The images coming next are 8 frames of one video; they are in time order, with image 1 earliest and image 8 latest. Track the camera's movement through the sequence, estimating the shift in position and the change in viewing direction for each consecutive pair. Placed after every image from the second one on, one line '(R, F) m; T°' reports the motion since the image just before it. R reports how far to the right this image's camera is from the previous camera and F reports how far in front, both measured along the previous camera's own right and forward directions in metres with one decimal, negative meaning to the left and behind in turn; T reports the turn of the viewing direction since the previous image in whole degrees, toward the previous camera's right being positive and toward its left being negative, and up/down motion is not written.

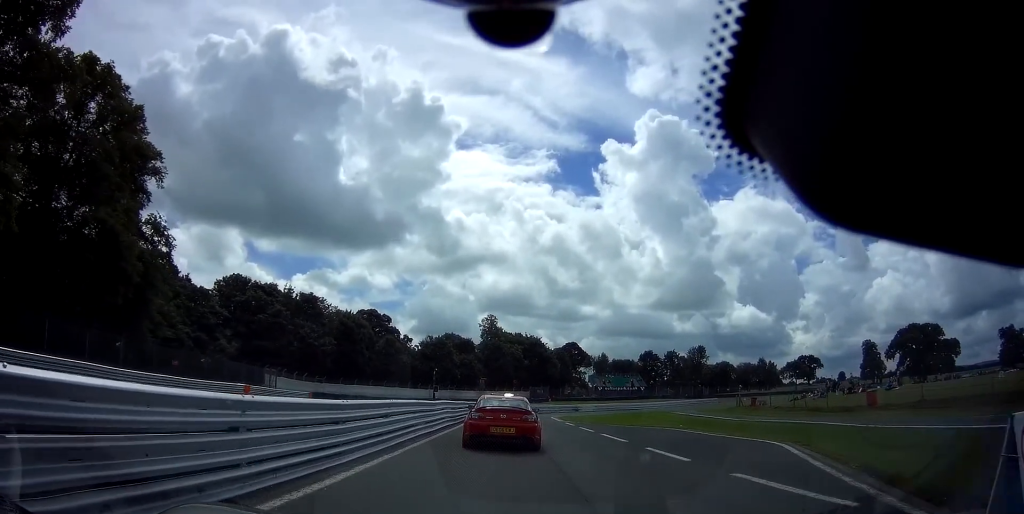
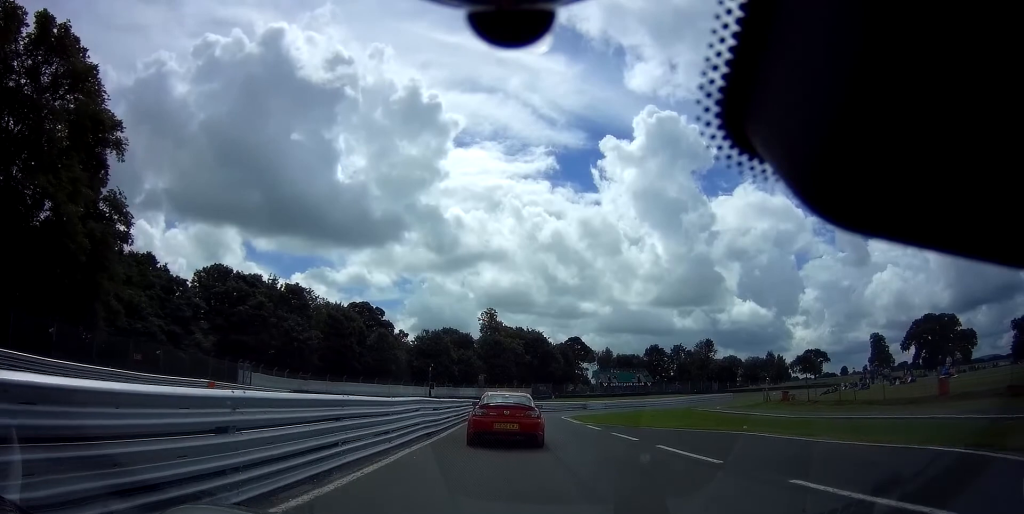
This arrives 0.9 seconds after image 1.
(0.0, +6.8) m; 0°
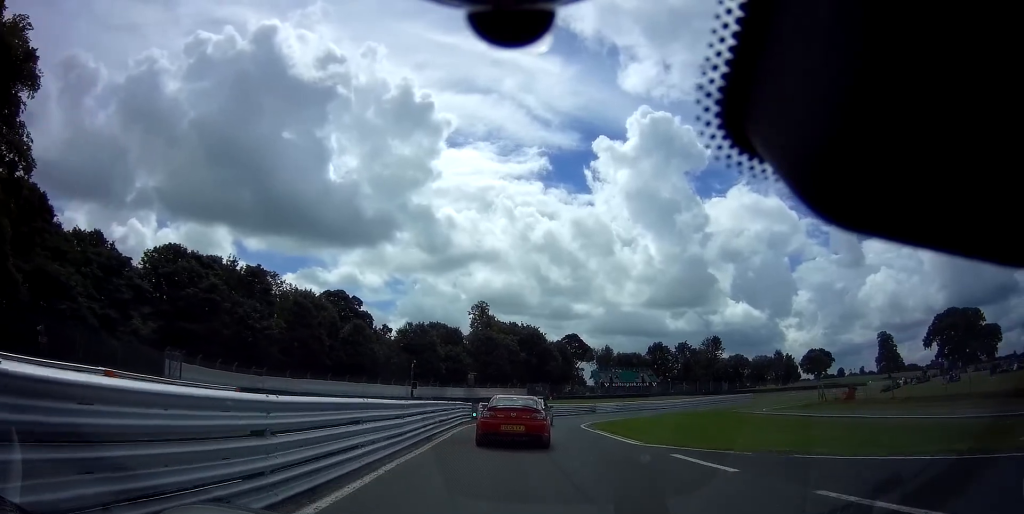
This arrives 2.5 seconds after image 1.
(+0.1, +12.9) m; +1°
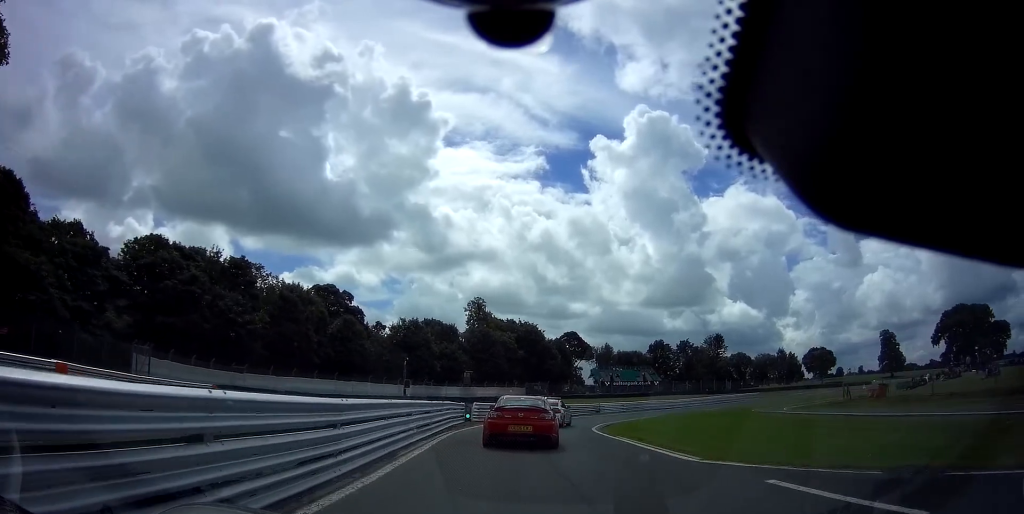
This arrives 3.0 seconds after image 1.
(0.0, +4.4) m; +1°
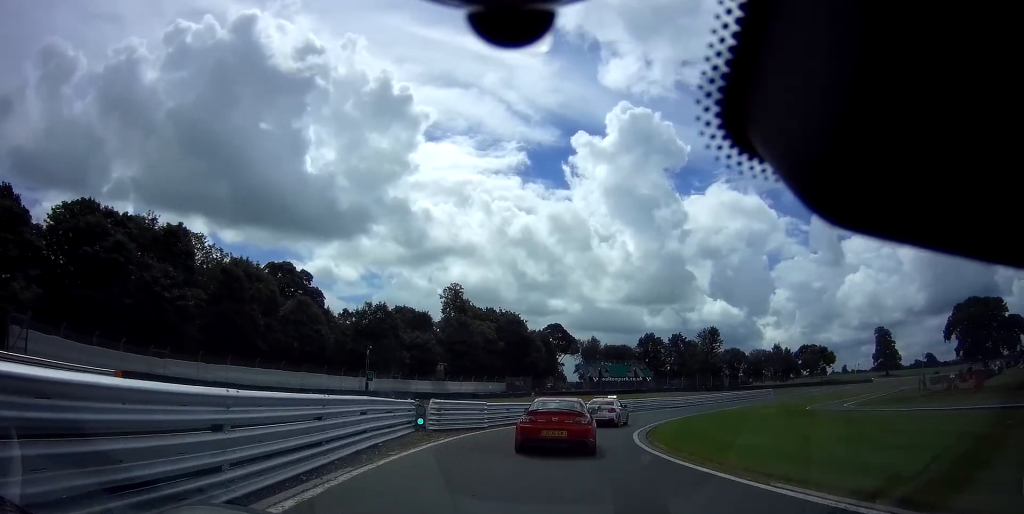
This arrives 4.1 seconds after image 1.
(+0.2, +11.5) m; +4°
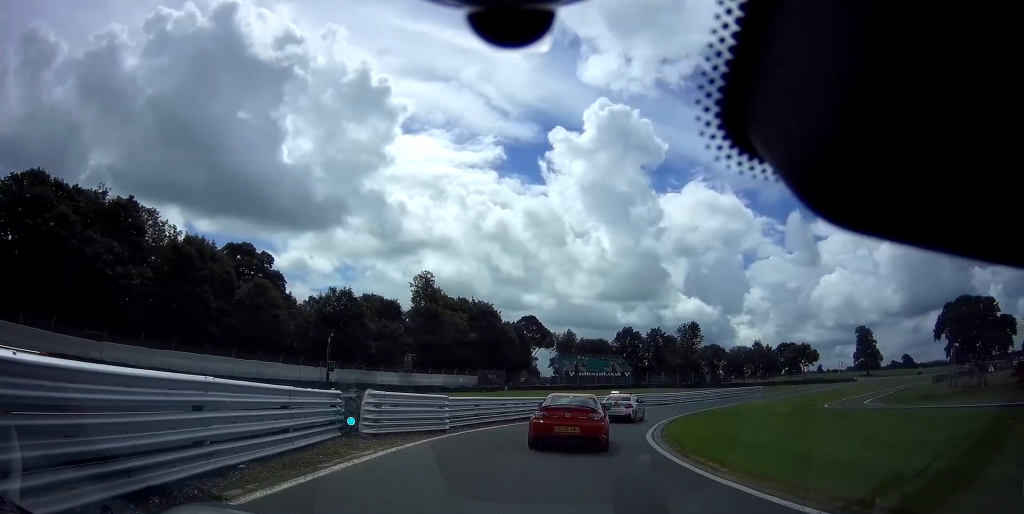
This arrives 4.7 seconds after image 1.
(+0.1, +5.4) m; +3°
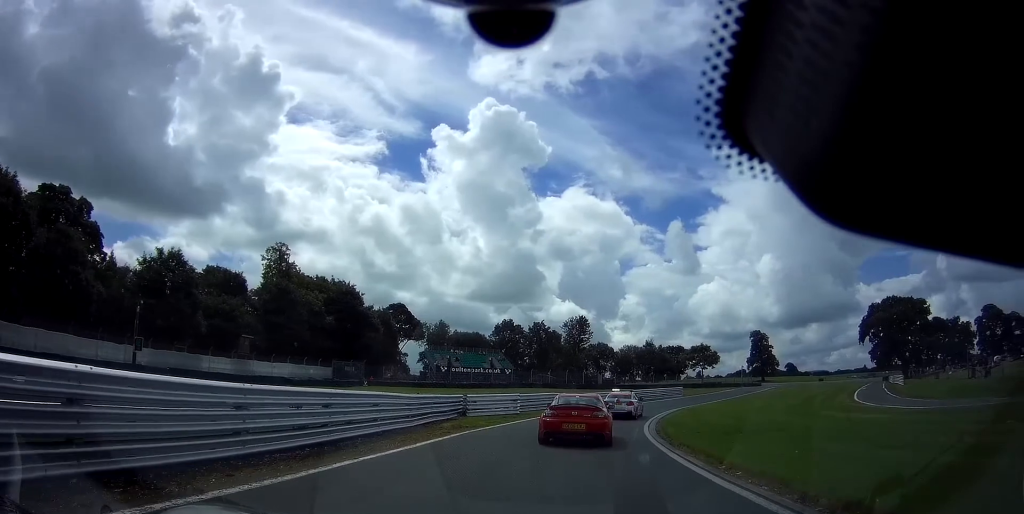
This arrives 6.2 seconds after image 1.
(+1.6, +16.2) m; +14°
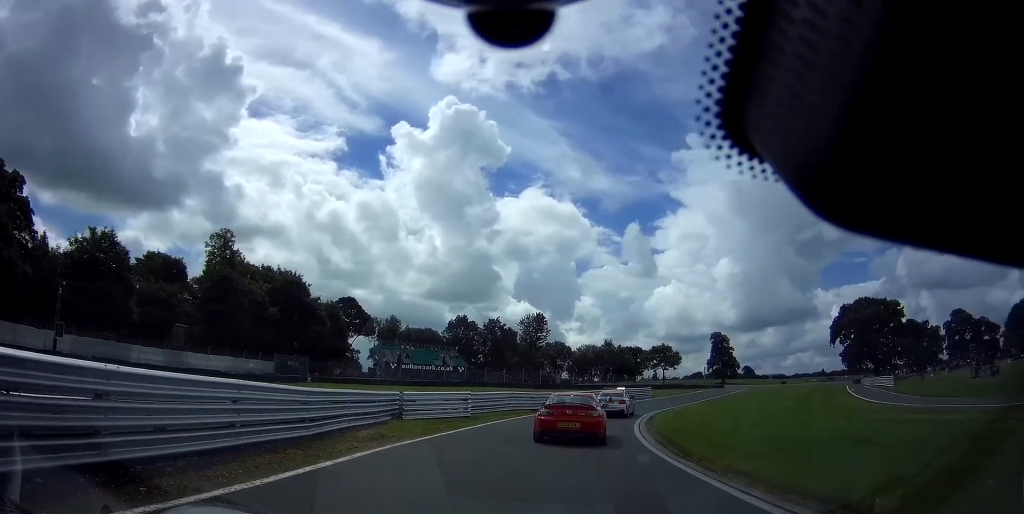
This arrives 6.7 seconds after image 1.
(+0.3, +5.5) m; +5°
